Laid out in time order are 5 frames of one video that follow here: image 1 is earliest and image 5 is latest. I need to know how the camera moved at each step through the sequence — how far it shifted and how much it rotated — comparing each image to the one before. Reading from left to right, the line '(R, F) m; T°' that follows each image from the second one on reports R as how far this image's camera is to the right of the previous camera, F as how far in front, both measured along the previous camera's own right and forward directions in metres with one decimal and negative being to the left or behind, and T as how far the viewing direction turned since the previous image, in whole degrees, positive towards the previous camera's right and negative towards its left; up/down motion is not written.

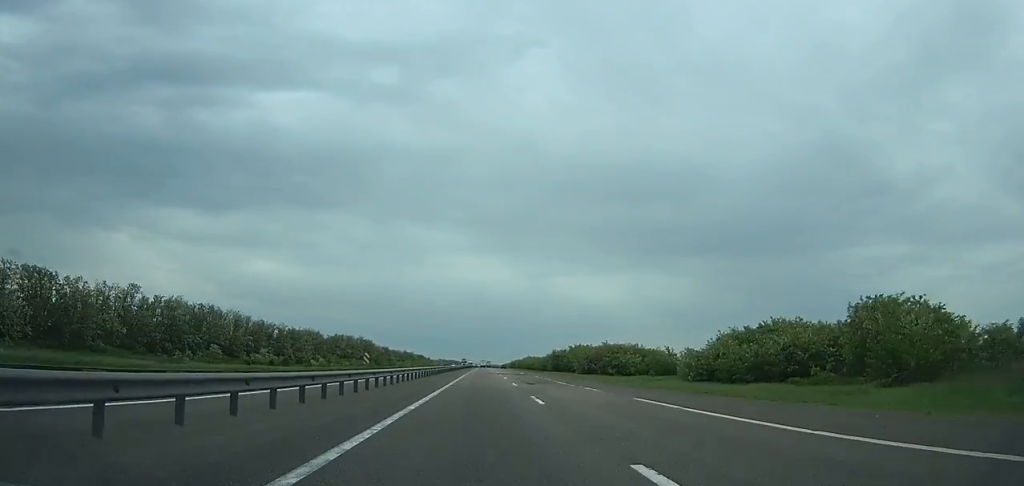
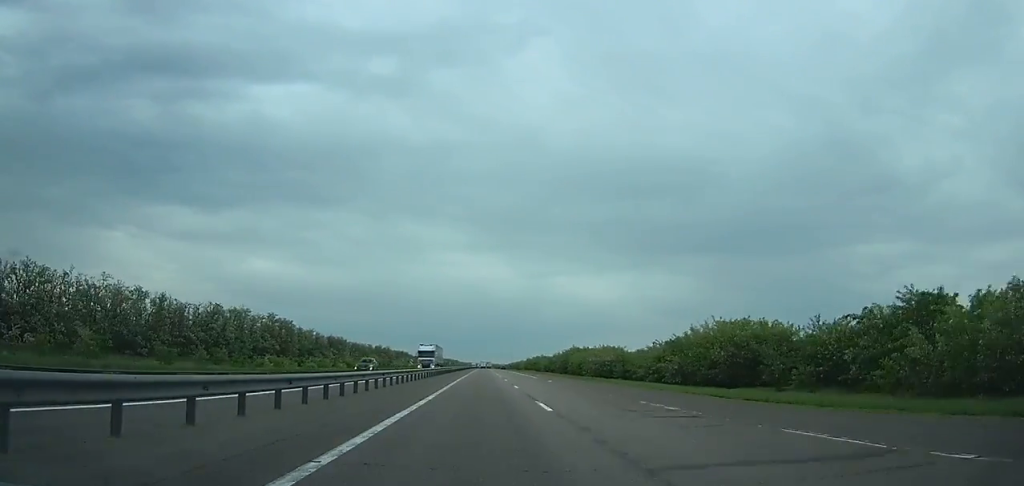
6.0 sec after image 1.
(-0.2, +145.6) m; 0°
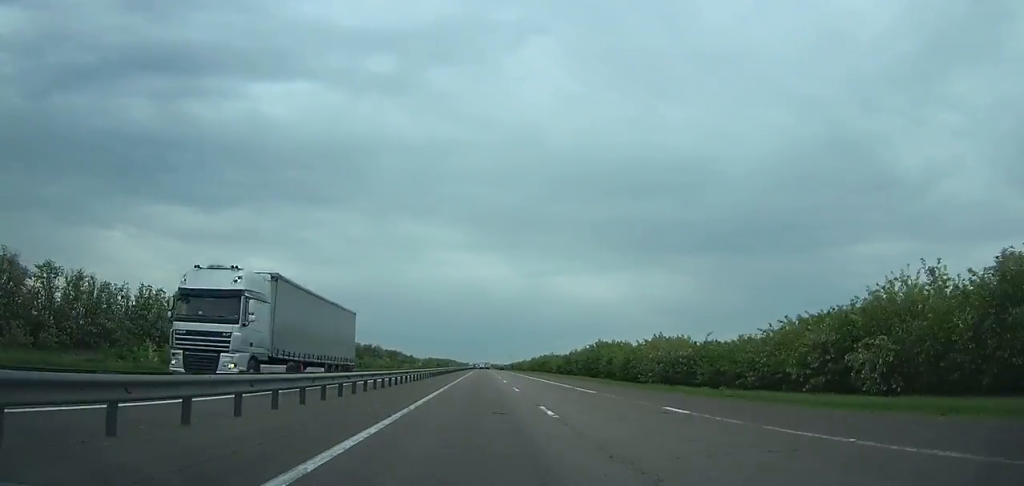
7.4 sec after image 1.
(-0.1, +33.8) m; 0°
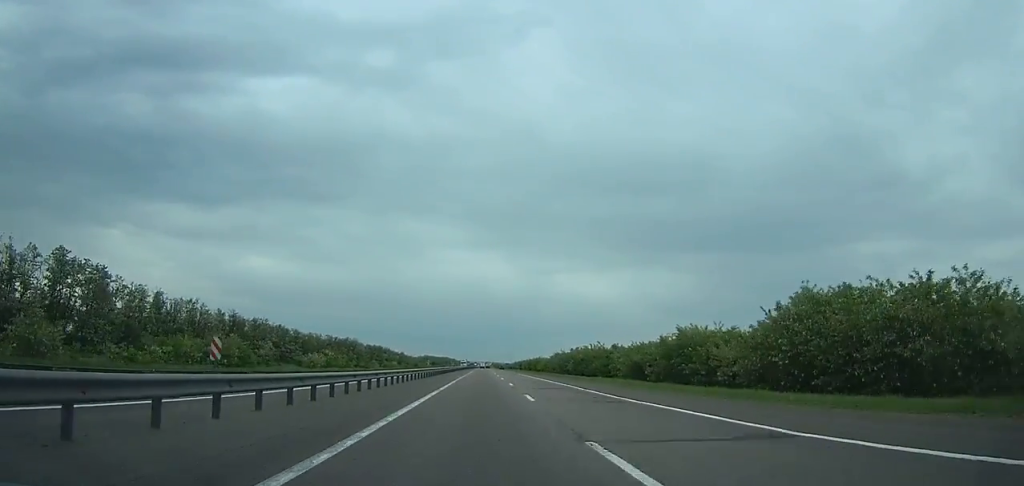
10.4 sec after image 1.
(0.0, +72.4) m; 0°
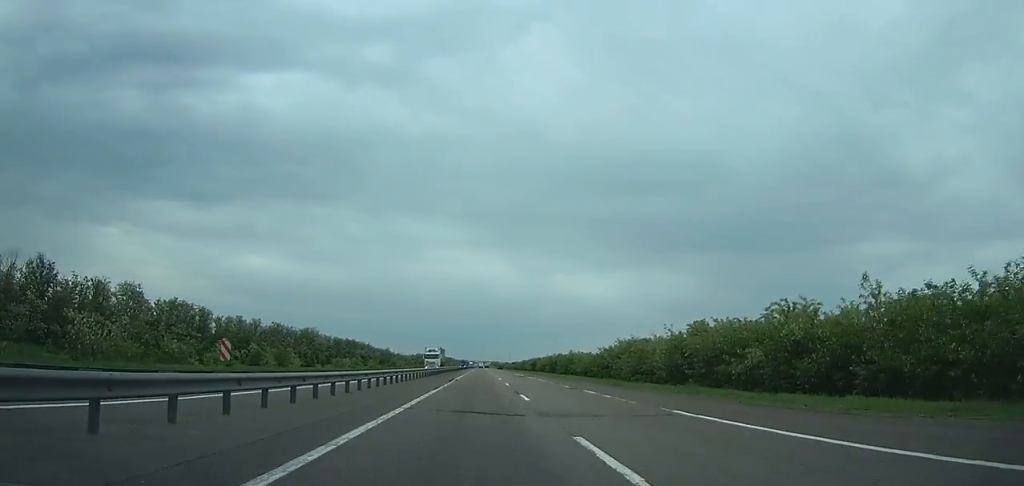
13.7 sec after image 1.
(+0.1, +79.2) m; 0°
